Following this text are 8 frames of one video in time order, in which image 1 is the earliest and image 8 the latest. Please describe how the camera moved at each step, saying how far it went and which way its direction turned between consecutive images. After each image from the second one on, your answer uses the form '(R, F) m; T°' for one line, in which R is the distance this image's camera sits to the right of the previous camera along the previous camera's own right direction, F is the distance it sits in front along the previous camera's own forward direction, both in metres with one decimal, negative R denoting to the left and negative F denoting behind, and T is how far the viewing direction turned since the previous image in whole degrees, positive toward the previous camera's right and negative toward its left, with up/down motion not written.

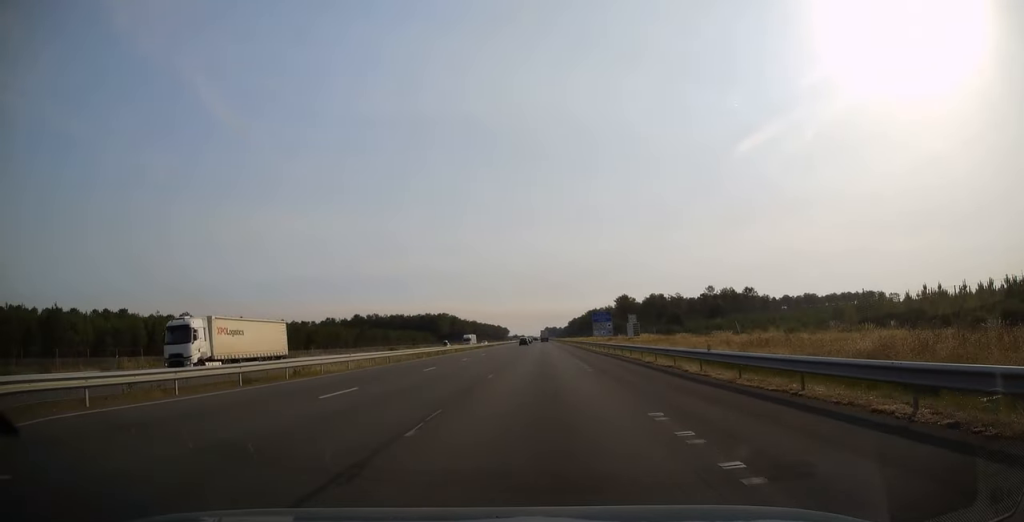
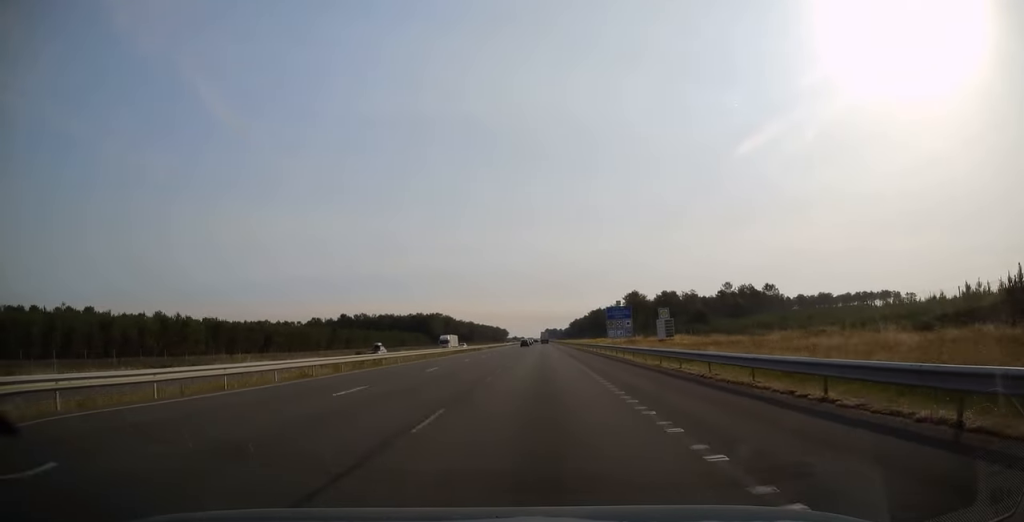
(-0.2, +25.2) m; 0°
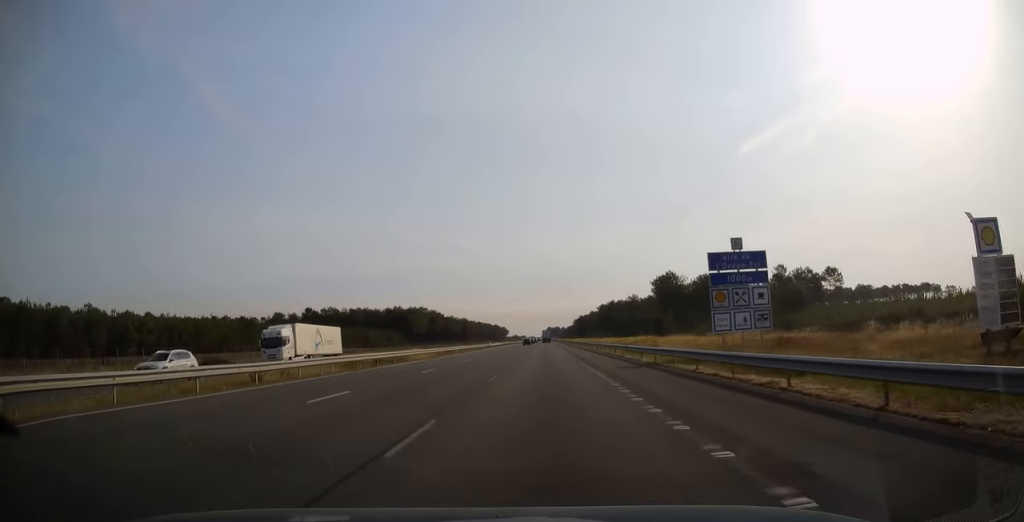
(+0.5, +54.2) m; +1°
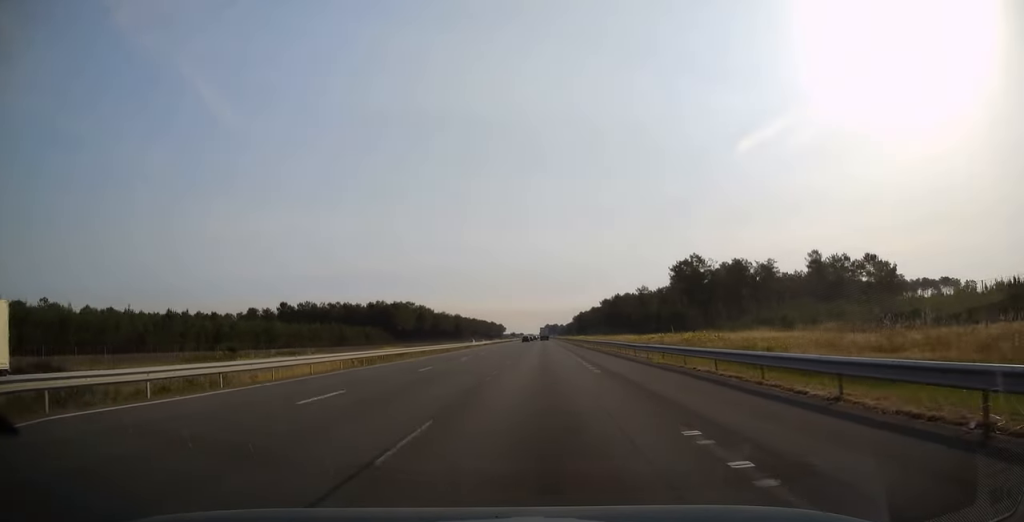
(0.0, +26.5) m; 0°
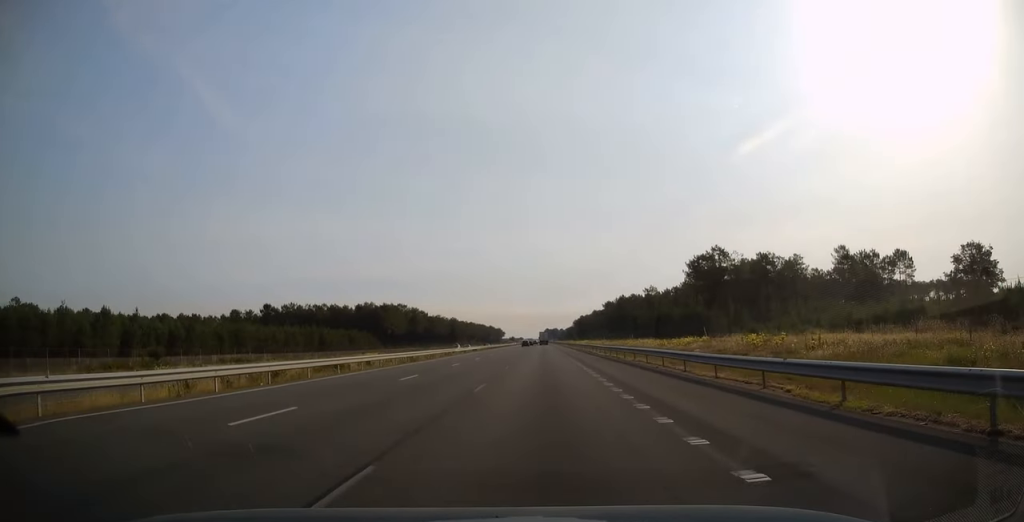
(0.0, +16.2) m; 0°
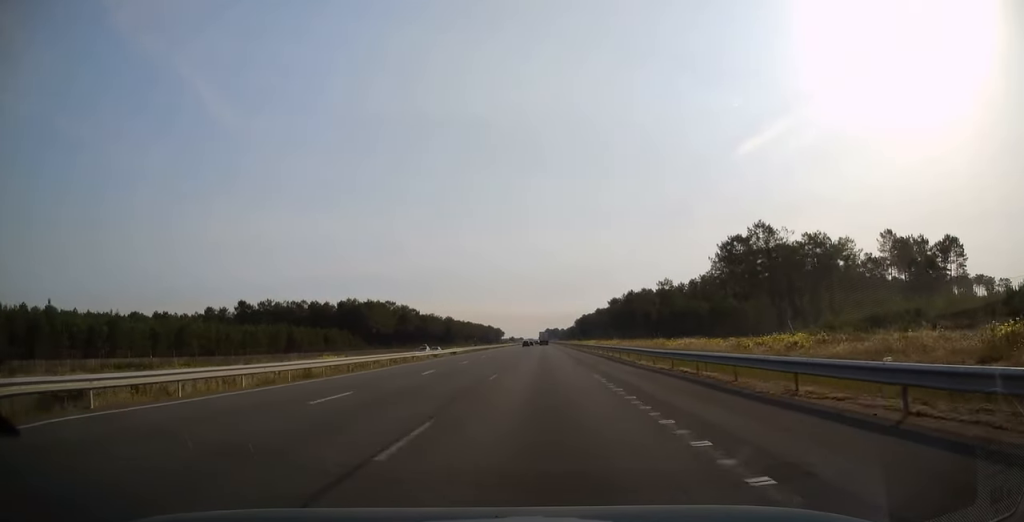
(0.0, +22.1) m; 0°
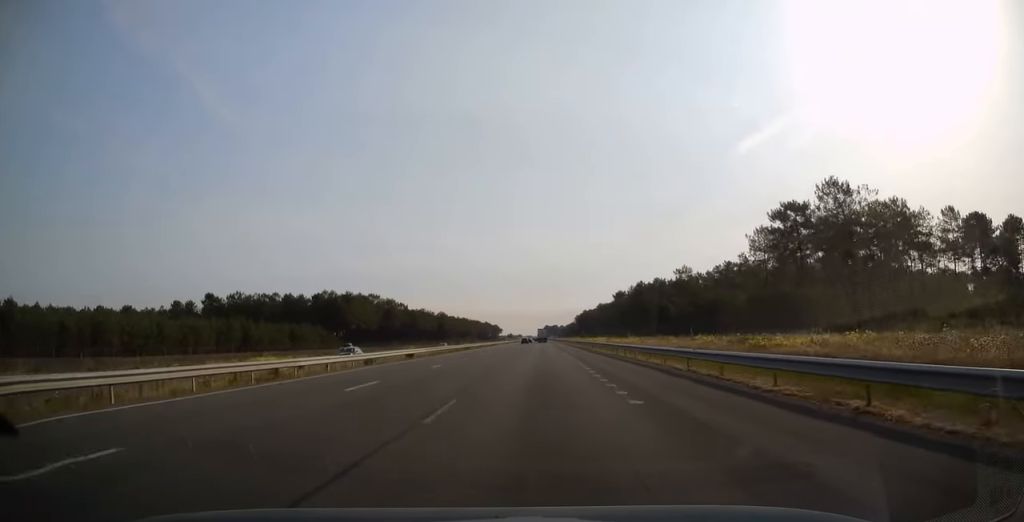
(0.0, +23.0) m; 0°
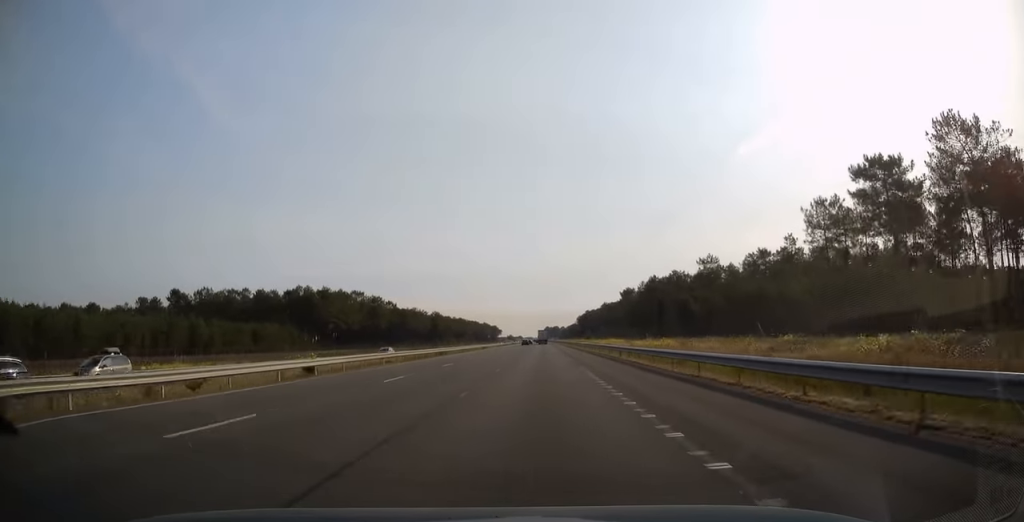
(0.0, +21.6) m; 0°
